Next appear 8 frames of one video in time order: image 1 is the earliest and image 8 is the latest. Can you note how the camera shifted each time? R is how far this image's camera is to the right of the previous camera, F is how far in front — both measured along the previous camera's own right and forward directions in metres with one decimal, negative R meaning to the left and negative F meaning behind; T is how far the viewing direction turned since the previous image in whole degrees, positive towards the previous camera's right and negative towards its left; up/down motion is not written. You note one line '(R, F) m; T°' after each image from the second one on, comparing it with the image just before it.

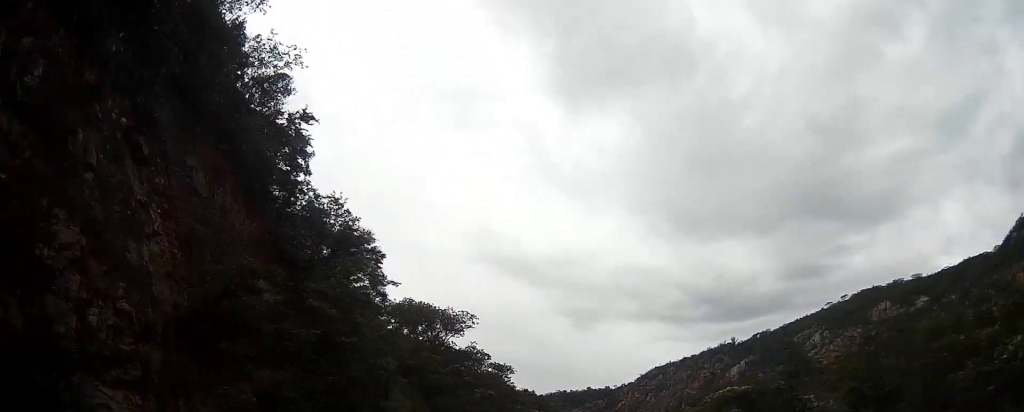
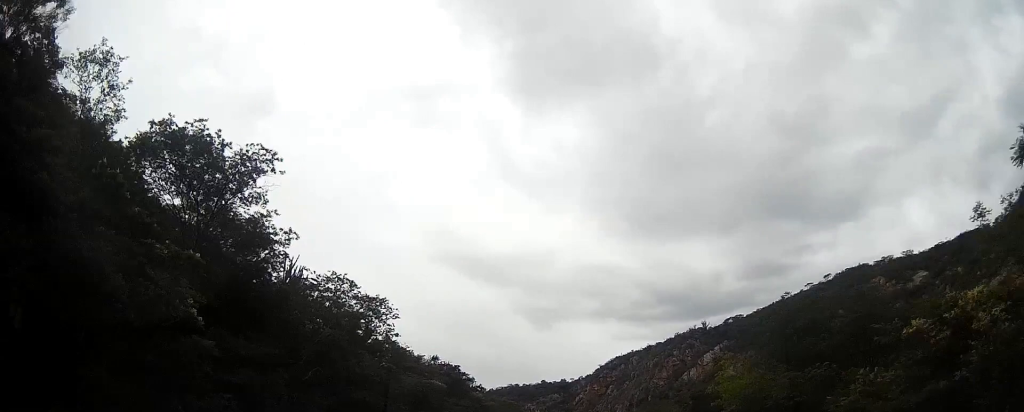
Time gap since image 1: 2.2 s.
(+0.4, +33.8) m; +2°
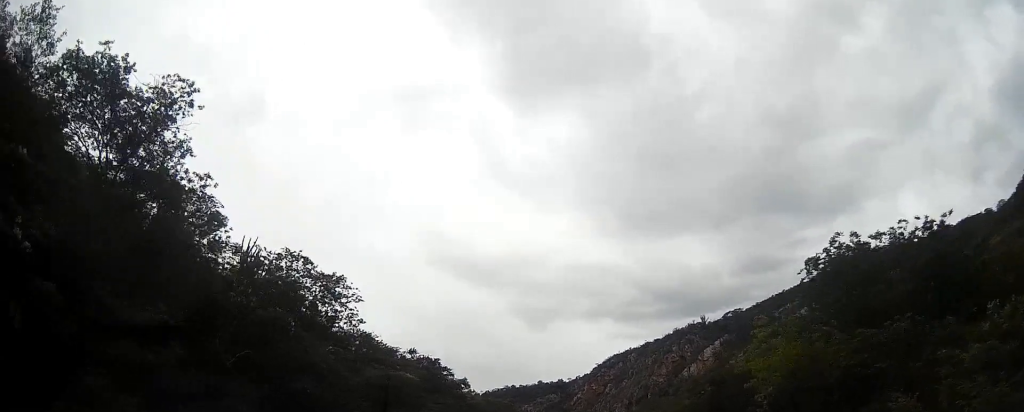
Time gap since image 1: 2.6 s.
(0.0, +7.1) m; +1°
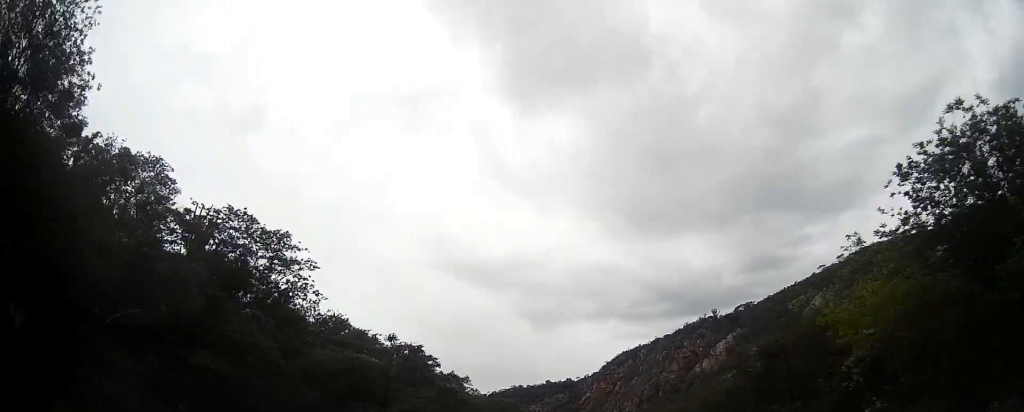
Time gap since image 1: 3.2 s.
(+0.1, +8.6) m; +1°
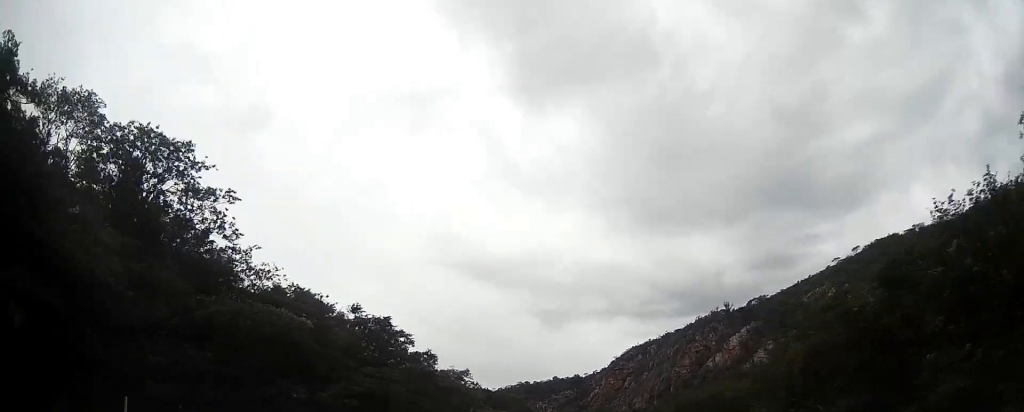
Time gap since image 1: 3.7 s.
(+0.2, +8.8) m; +1°
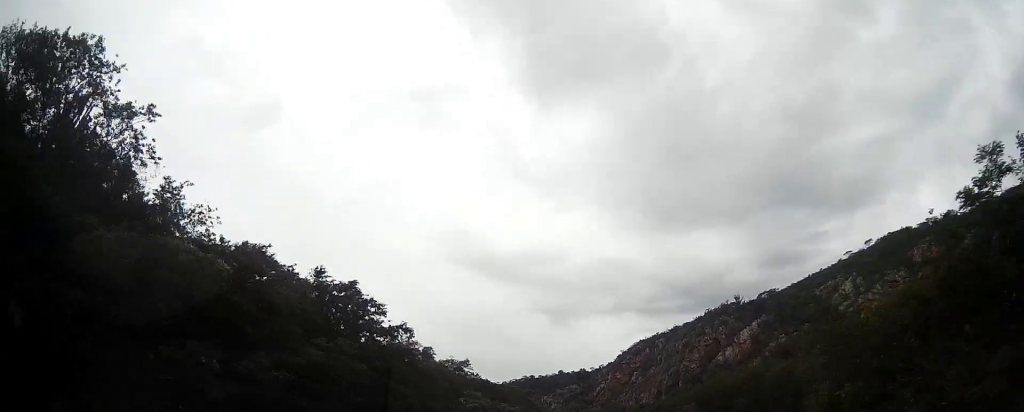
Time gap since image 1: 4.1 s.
(0.0, +7.0) m; 0°
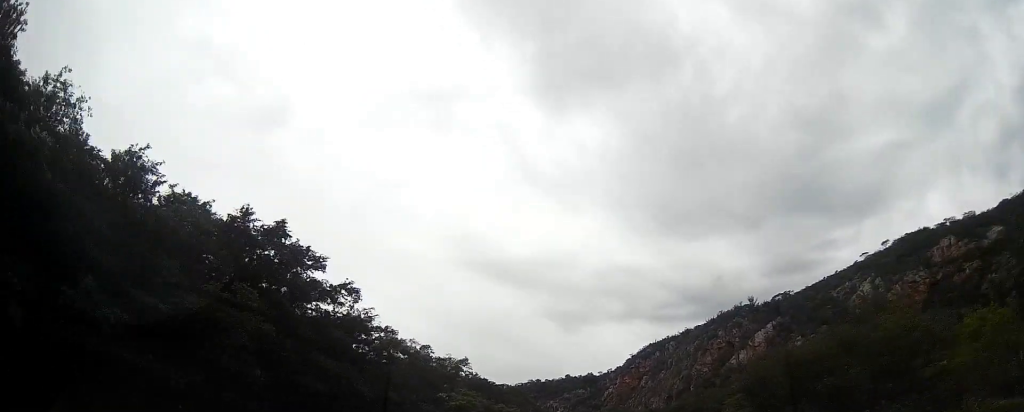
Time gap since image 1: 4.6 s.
(-0.1, +10.0) m; 0°
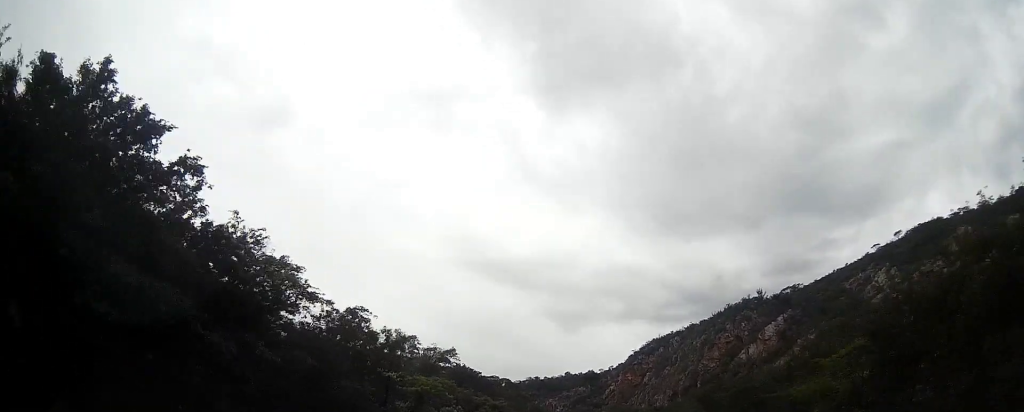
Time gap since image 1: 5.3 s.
(0.0, +12.6) m; 0°
